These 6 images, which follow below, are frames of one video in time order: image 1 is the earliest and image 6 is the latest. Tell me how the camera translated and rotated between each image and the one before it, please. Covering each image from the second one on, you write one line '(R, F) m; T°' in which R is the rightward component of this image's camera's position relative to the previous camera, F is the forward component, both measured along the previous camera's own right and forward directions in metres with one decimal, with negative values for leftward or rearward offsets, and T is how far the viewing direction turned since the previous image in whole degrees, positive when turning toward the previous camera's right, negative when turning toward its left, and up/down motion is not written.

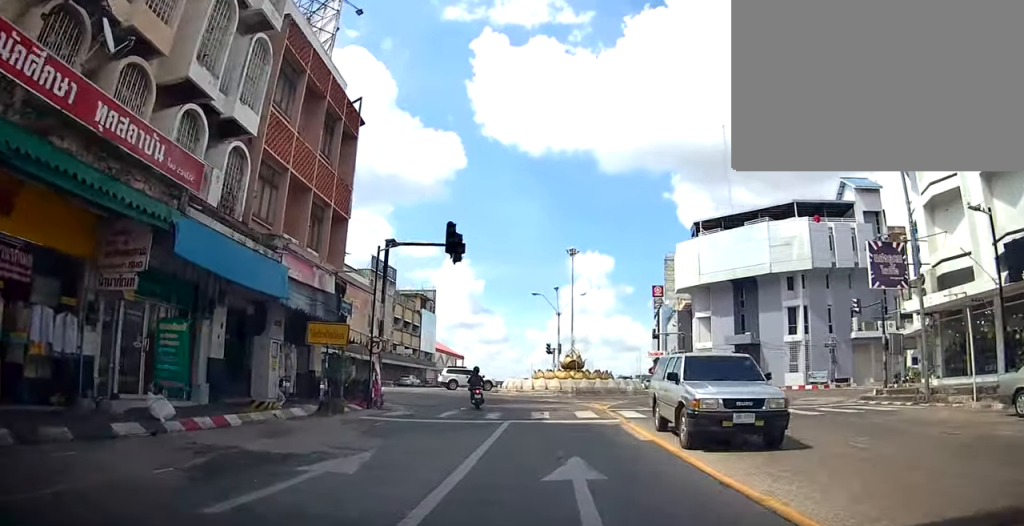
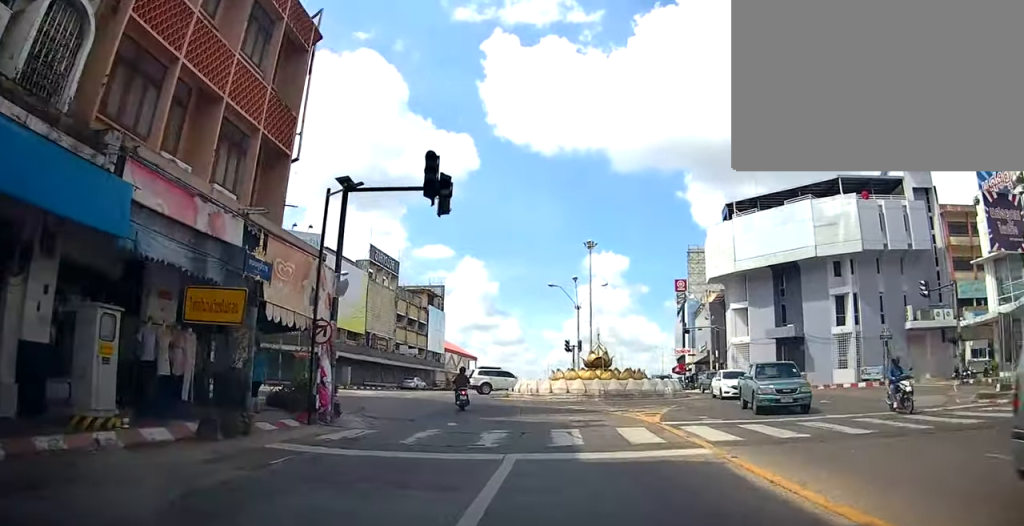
(-0.5, +6.7) m; 0°
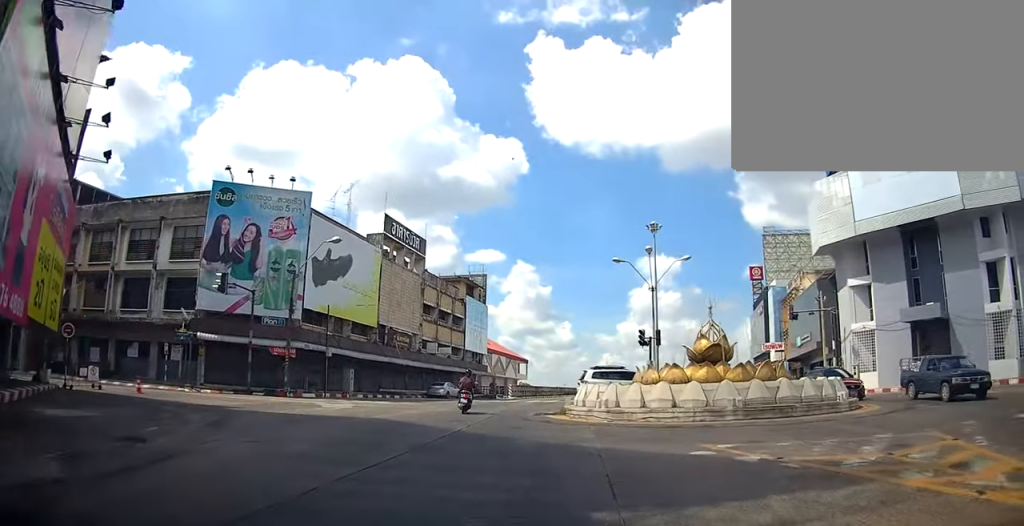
(+0.2, +14.0) m; -3°
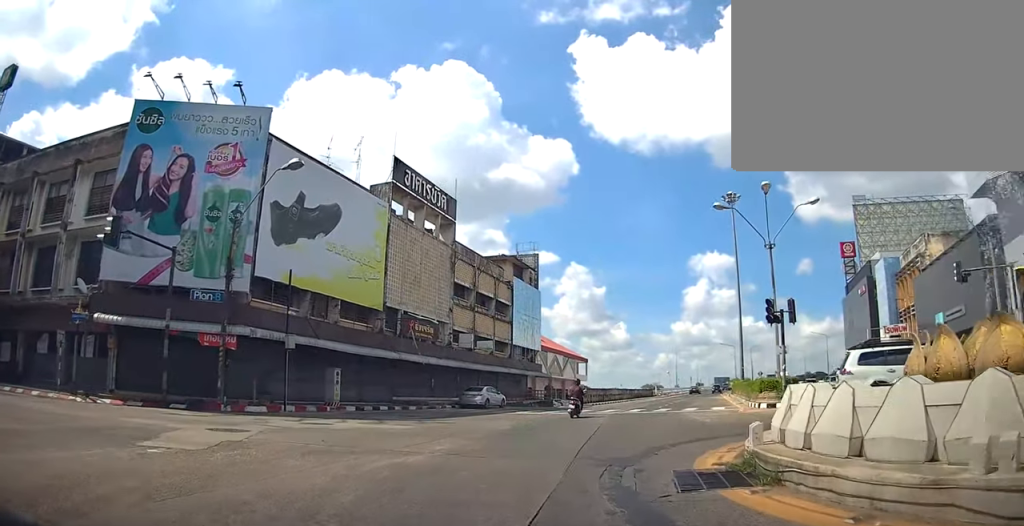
(-1.4, +14.3) m; -11°
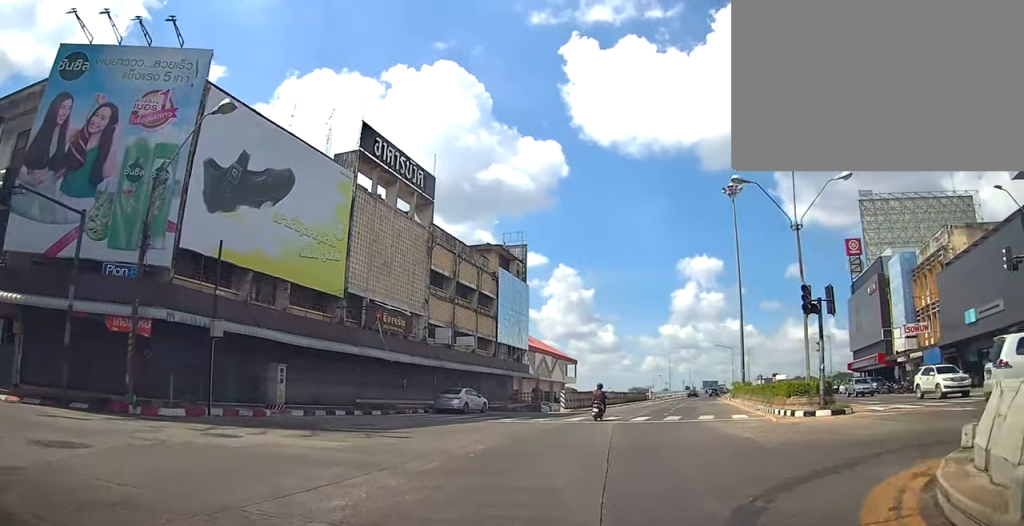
(-0.5, +4.8) m; 0°
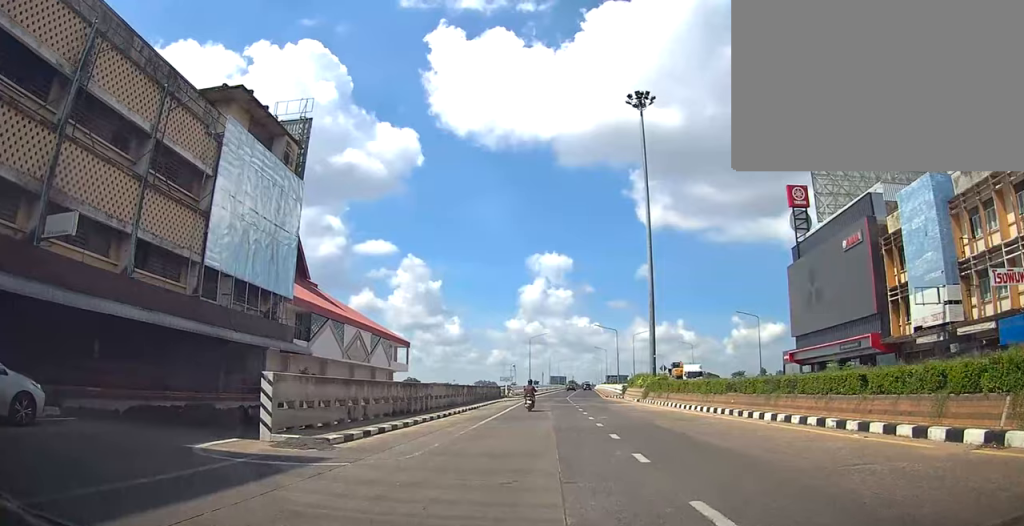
(+2.3, +23.3) m; +11°
